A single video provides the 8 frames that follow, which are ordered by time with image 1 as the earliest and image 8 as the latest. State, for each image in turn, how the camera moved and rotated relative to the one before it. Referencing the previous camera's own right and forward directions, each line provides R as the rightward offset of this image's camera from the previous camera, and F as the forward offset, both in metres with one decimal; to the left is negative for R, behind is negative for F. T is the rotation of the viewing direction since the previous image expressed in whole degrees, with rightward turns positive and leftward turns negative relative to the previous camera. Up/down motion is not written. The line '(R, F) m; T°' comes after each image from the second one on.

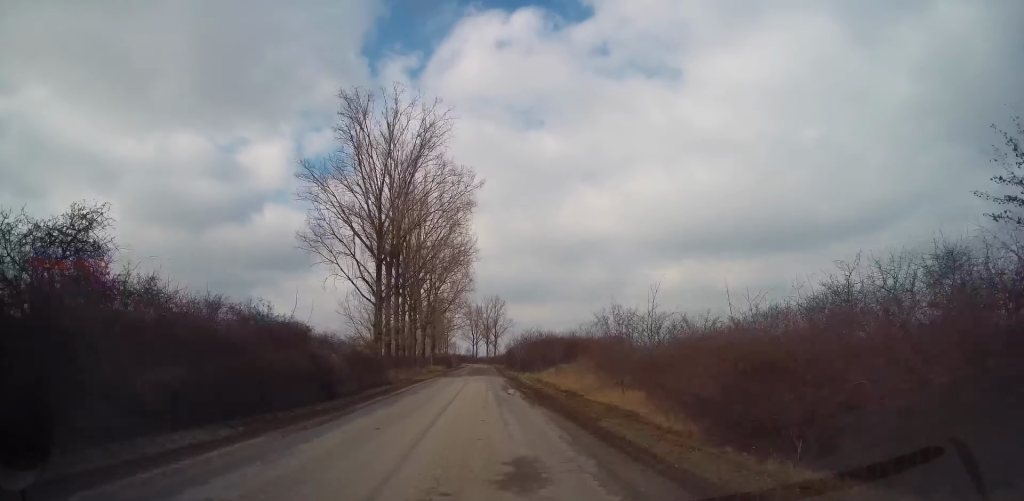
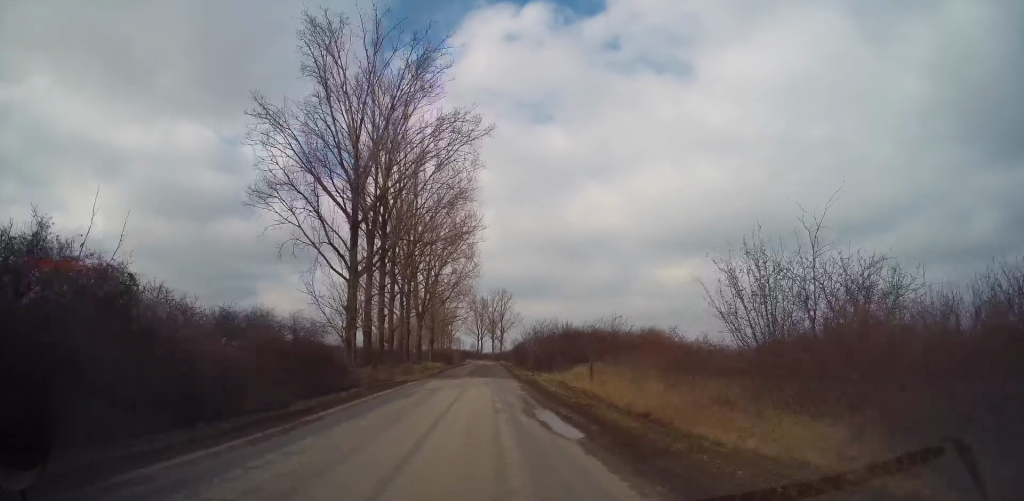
(-0.1, +10.6) m; +1°
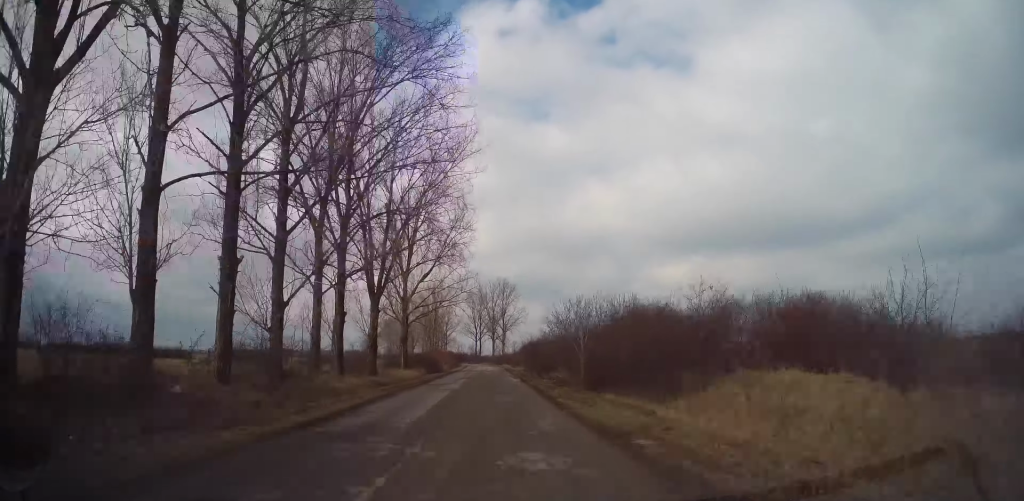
(+0.3, +26.1) m; 0°
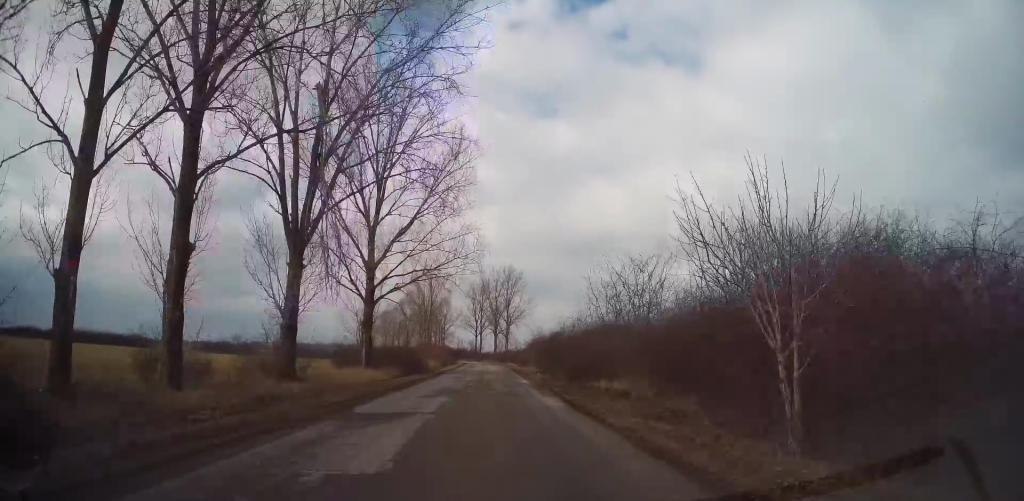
(-0.2, +17.4) m; -1°
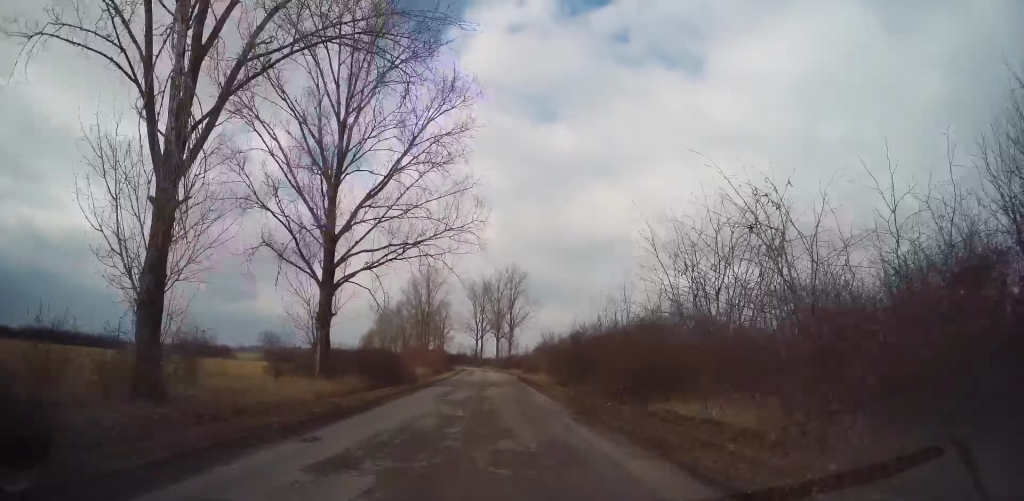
(0.0, +10.1) m; 0°
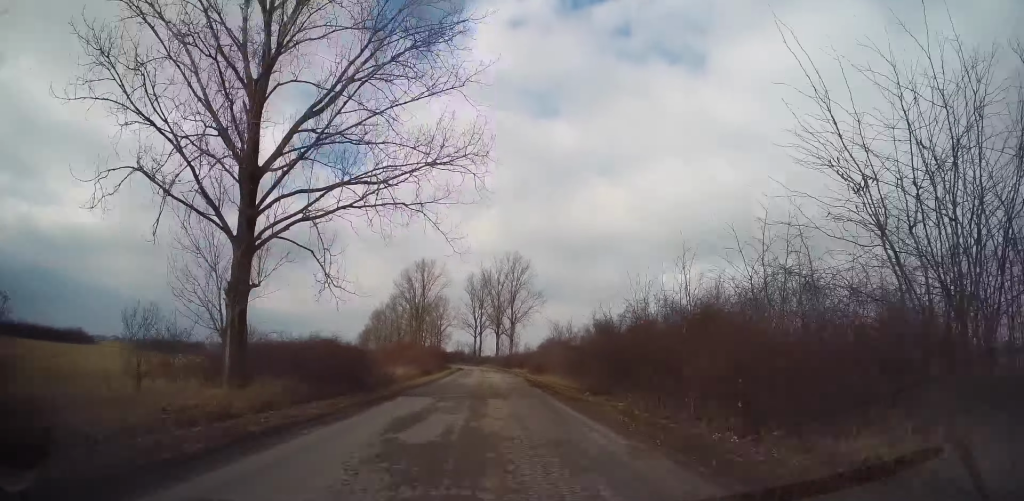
(0.0, +9.5) m; 0°
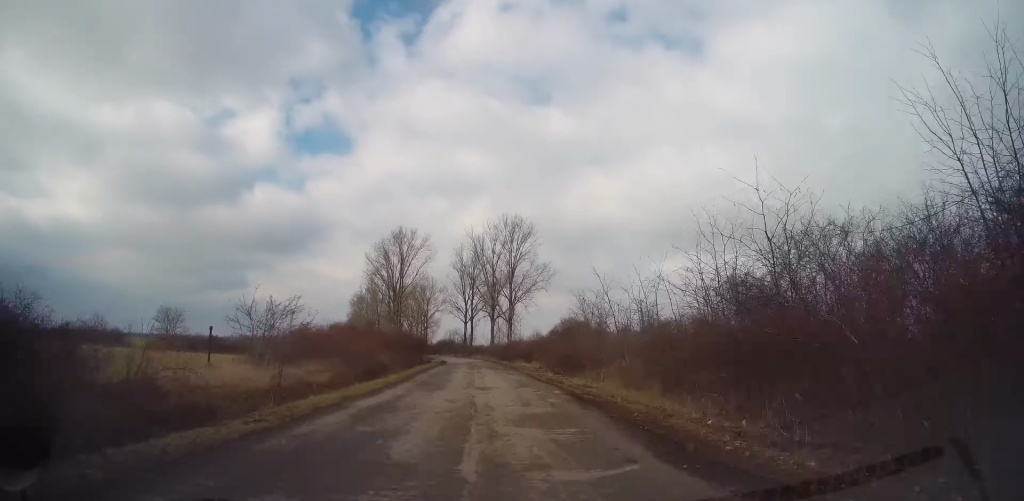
(0.0, +22.0) m; 0°
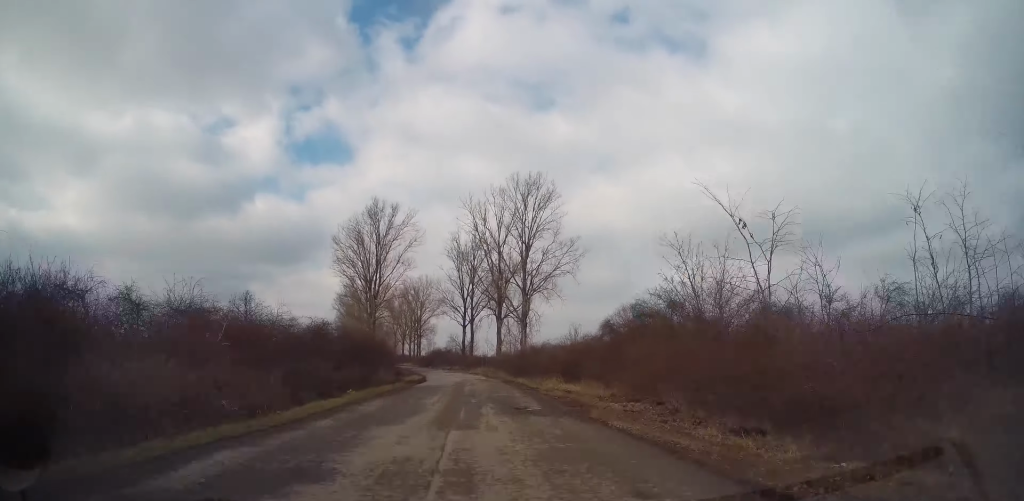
(+0.2, +24.5) m; 0°
